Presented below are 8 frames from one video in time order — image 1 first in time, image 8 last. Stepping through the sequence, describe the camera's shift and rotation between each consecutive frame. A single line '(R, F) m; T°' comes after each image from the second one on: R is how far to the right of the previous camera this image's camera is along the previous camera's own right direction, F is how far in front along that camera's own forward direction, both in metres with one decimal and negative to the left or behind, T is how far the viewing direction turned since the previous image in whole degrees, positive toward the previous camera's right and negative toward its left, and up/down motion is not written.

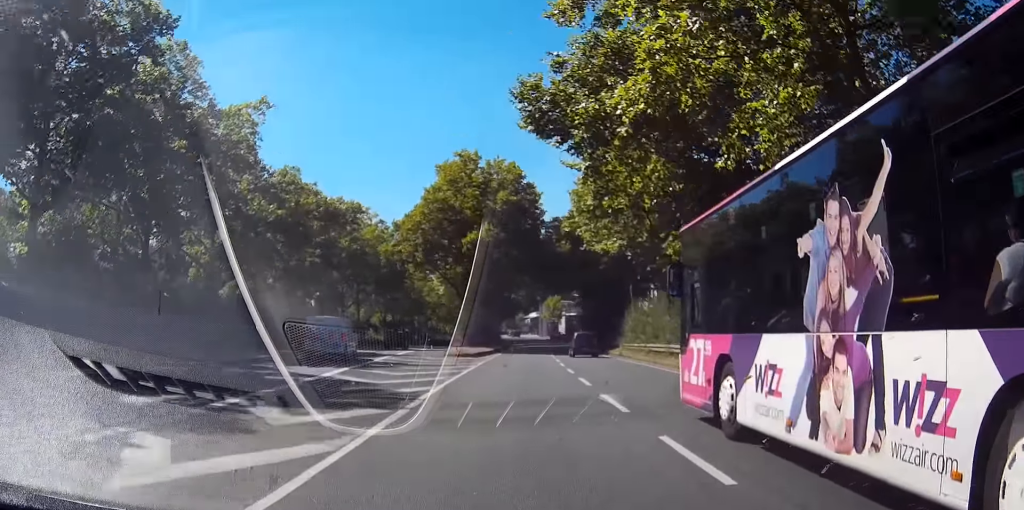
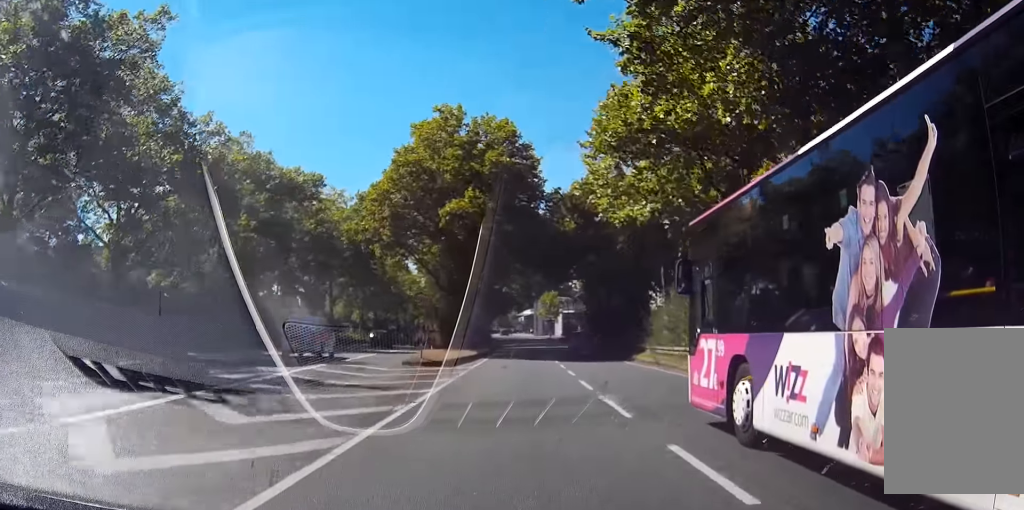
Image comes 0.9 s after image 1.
(0.0, +11.9) m; 0°
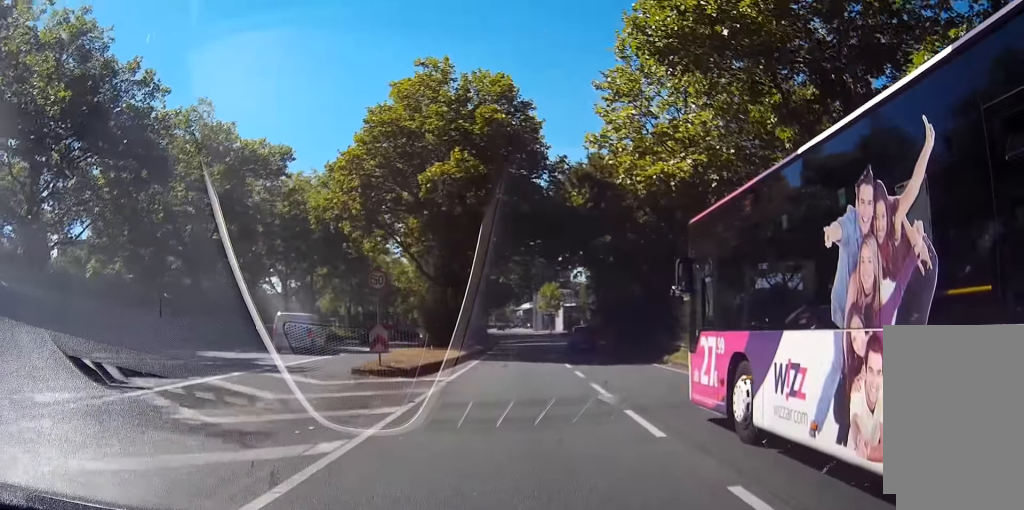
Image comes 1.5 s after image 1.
(0.0, +8.0) m; 0°
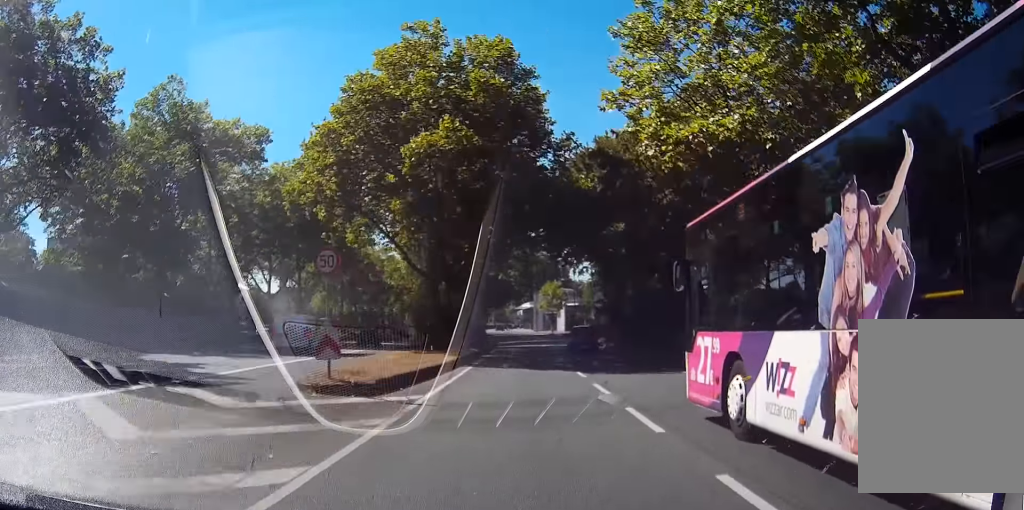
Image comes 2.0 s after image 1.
(0.0, +5.2) m; +1°
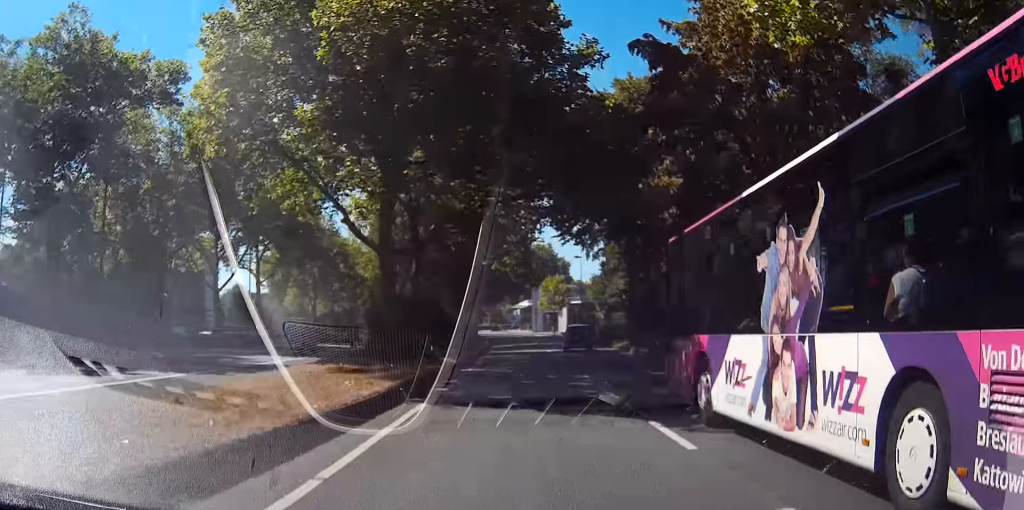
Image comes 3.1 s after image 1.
(+0.2, +12.8) m; +1°
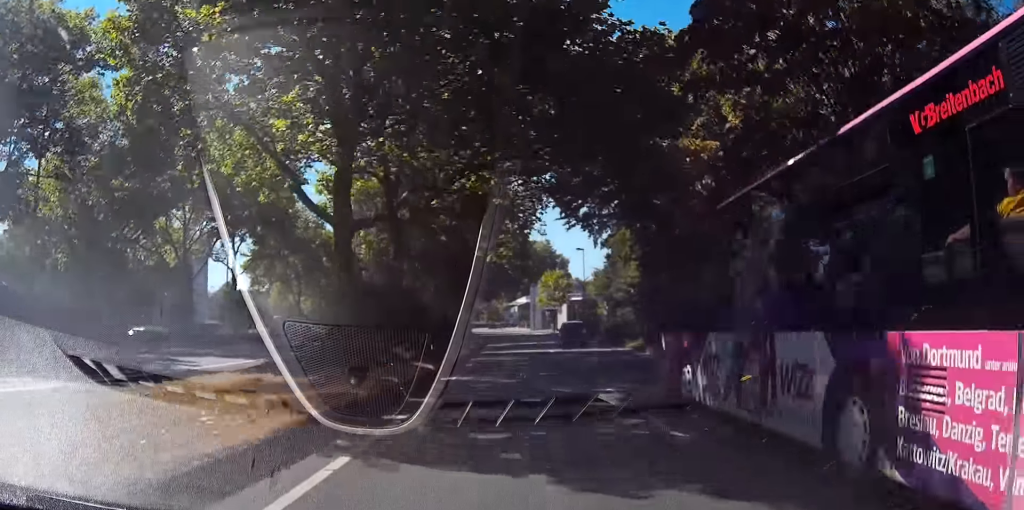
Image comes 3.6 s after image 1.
(0.0, +5.7) m; 0°
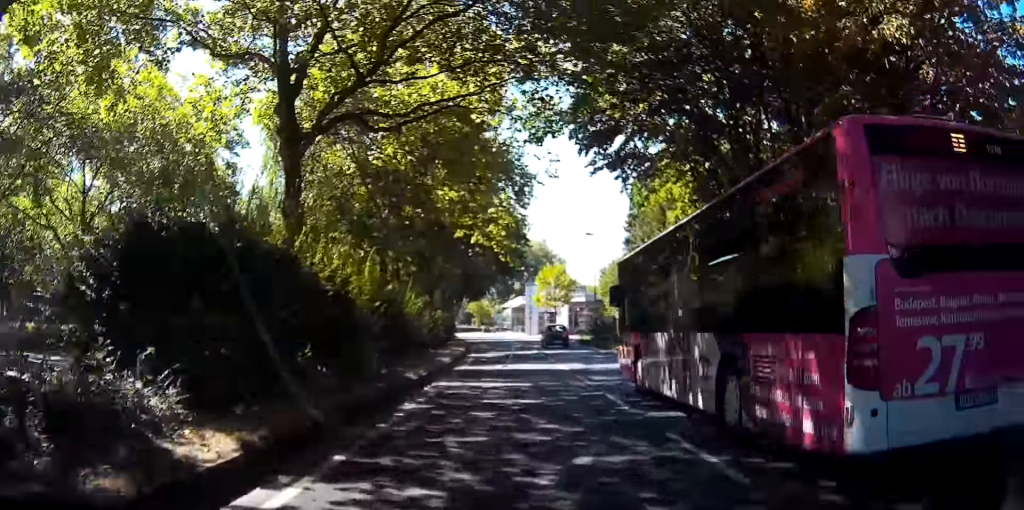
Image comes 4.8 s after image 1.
(-0.2, +13.7) m; 0°
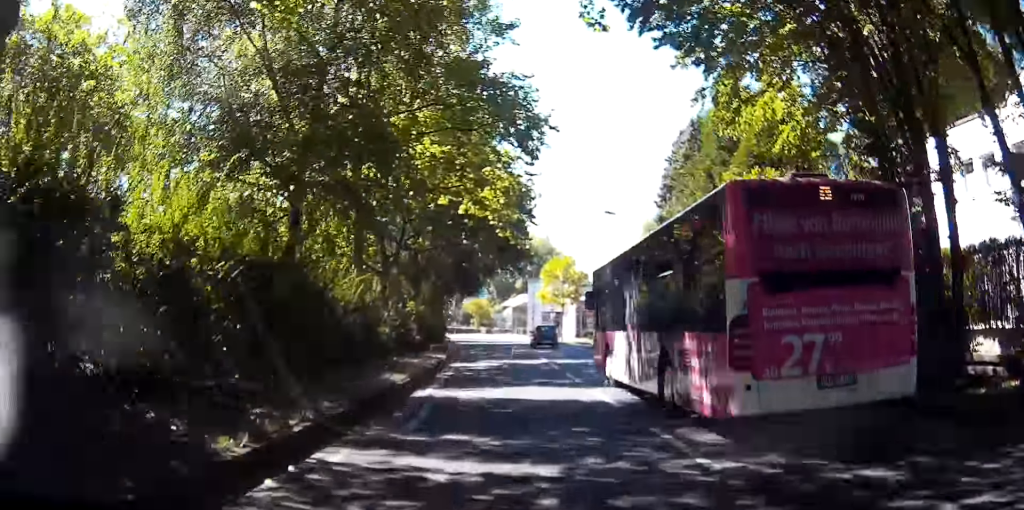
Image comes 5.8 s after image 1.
(+0.1, +11.2) m; +1°
